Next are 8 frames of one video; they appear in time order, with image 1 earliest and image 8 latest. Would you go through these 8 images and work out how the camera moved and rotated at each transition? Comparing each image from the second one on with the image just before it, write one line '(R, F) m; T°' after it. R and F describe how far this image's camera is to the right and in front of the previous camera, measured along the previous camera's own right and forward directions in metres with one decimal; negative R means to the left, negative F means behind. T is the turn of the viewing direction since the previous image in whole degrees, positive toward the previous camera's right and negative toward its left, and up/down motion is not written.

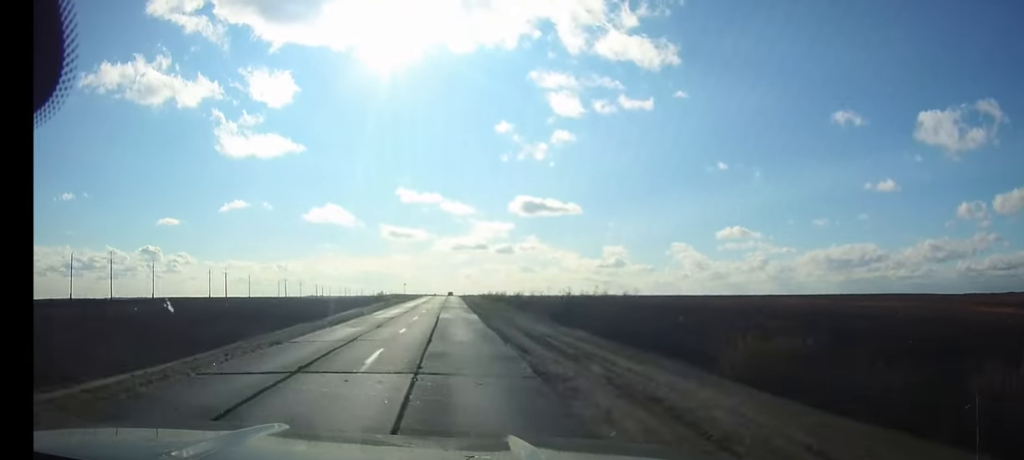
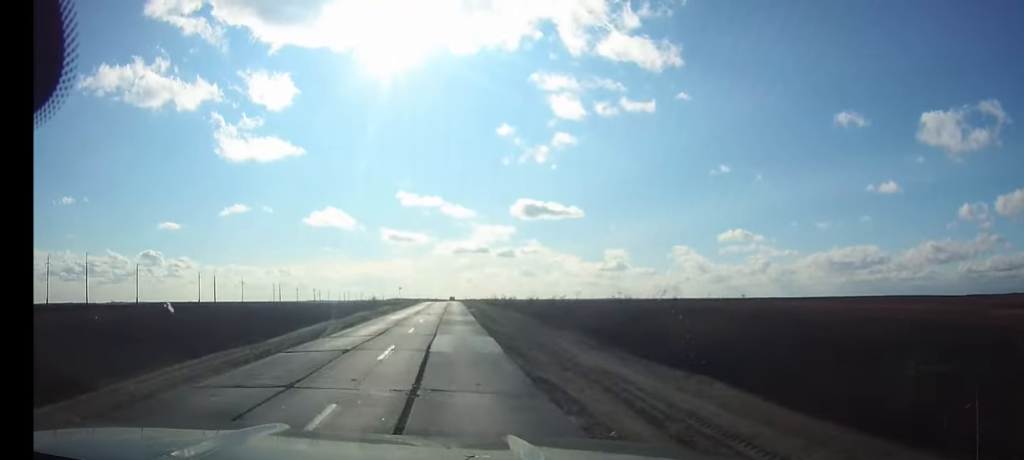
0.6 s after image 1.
(0.0, +12.9) m; 0°
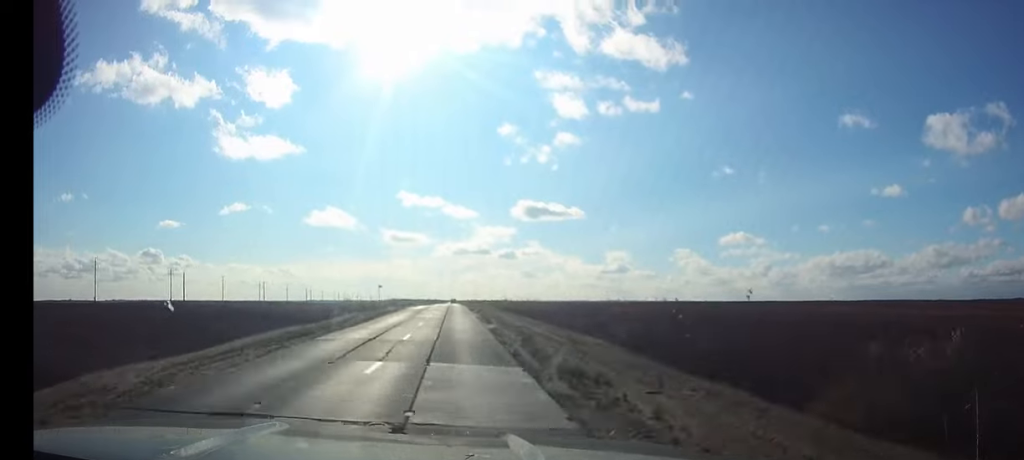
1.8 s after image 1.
(0.0, +27.1) m; 0°
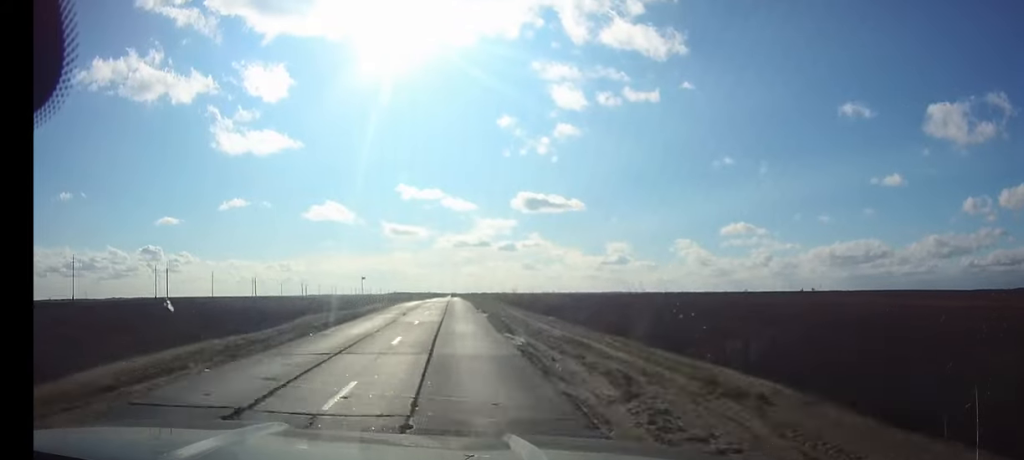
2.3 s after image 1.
(0.0, +13.0) m; 0°
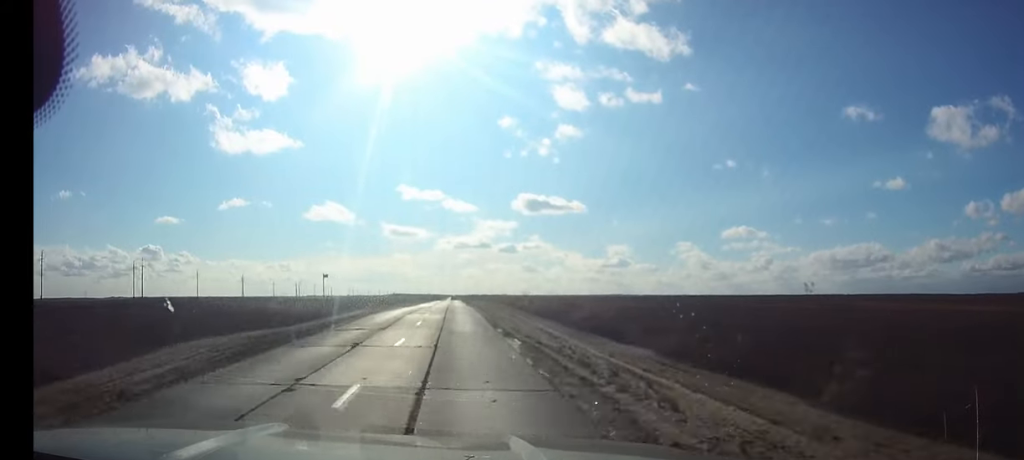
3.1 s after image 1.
(0.0, +17.4) m; 0°
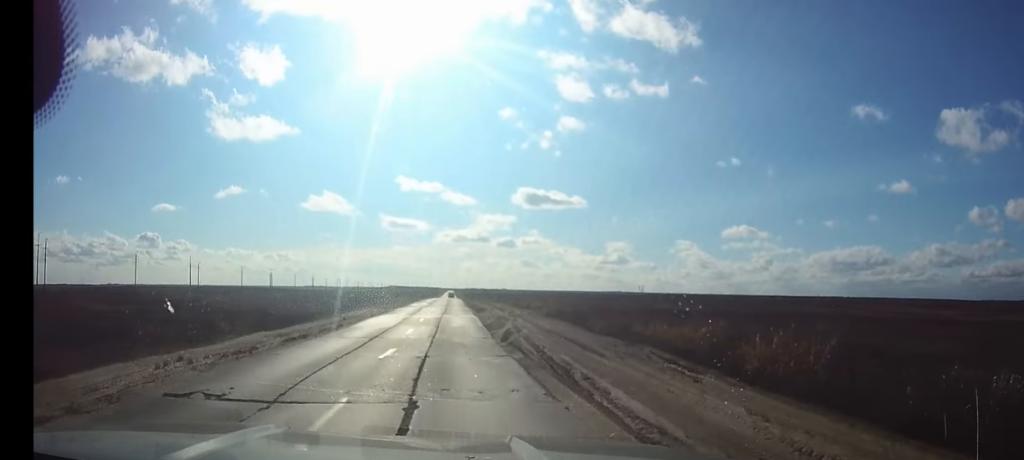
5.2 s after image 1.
(-0.1, +51.5) m; 0°
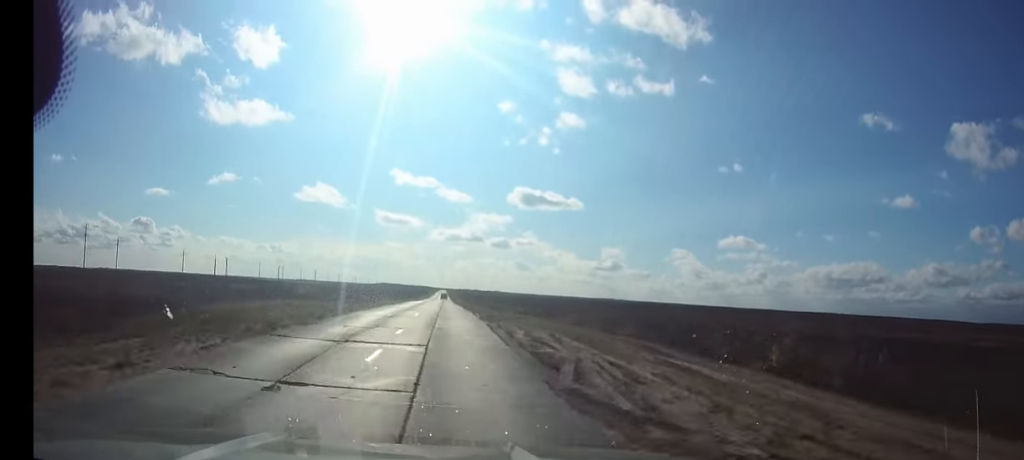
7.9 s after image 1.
(+0.4, +59.2) m; 0°
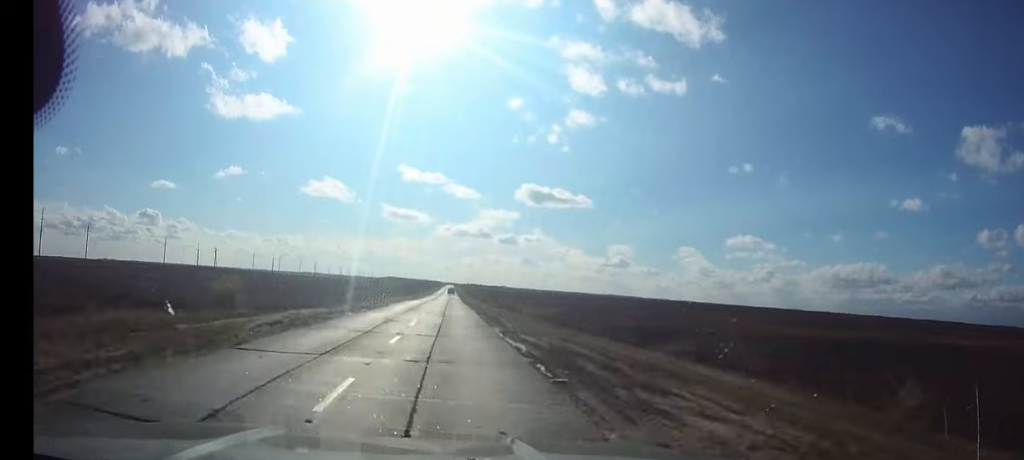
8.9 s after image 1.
(0.0, +21.9) m; 0°
